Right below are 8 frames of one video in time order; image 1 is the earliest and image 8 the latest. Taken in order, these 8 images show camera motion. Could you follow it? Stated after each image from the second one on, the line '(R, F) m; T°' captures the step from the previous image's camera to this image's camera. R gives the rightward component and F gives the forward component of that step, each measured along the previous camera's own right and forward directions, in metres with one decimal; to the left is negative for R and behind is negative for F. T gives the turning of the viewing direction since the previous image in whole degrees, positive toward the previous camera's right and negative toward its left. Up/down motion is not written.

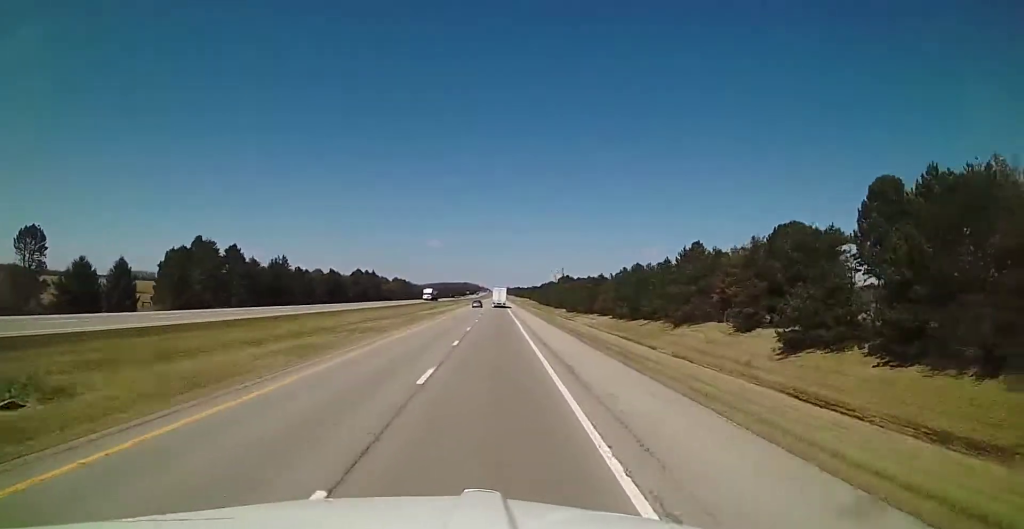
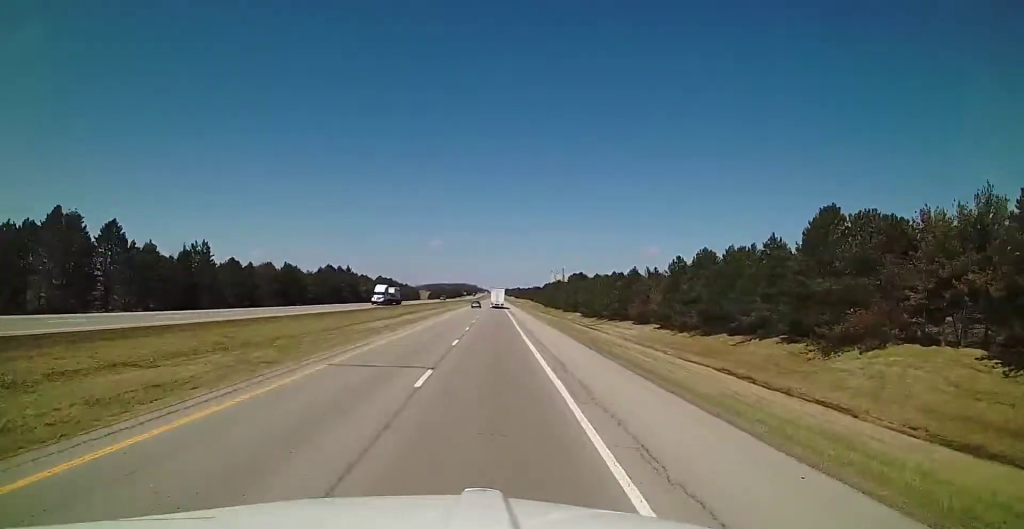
(+0.4, +37.0) m; +2°
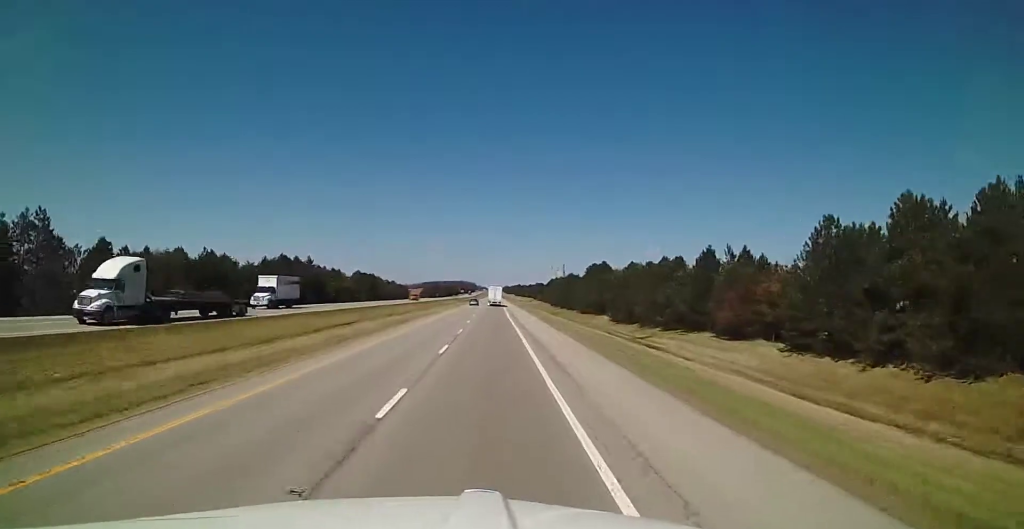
(+0.1, +40.0) m; 0°
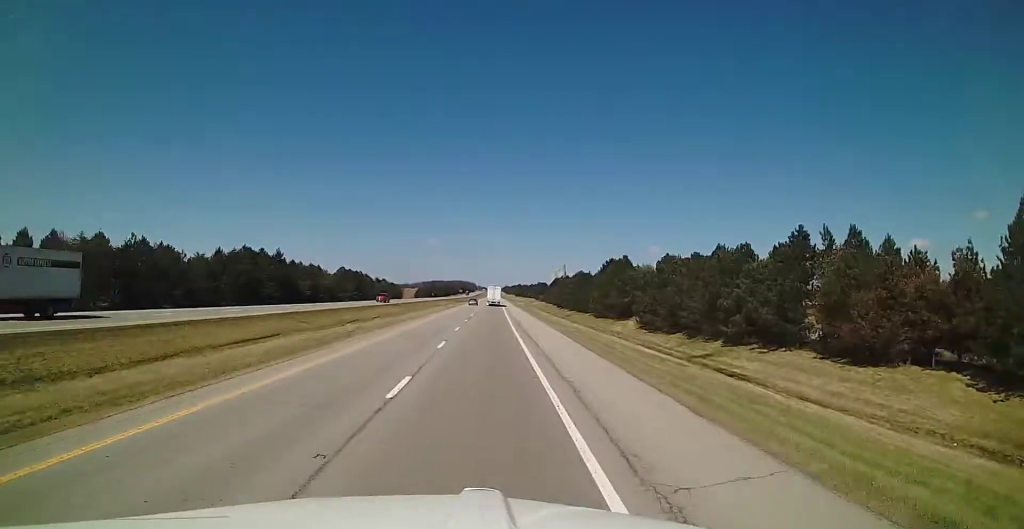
(-0.2, +22.4) m; 0°
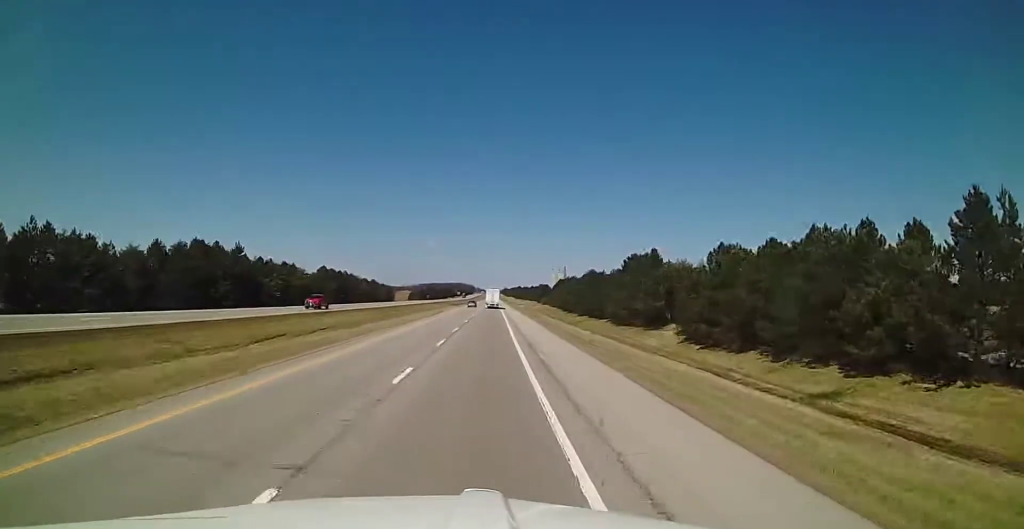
(+0.2, +21.4) m; -1°
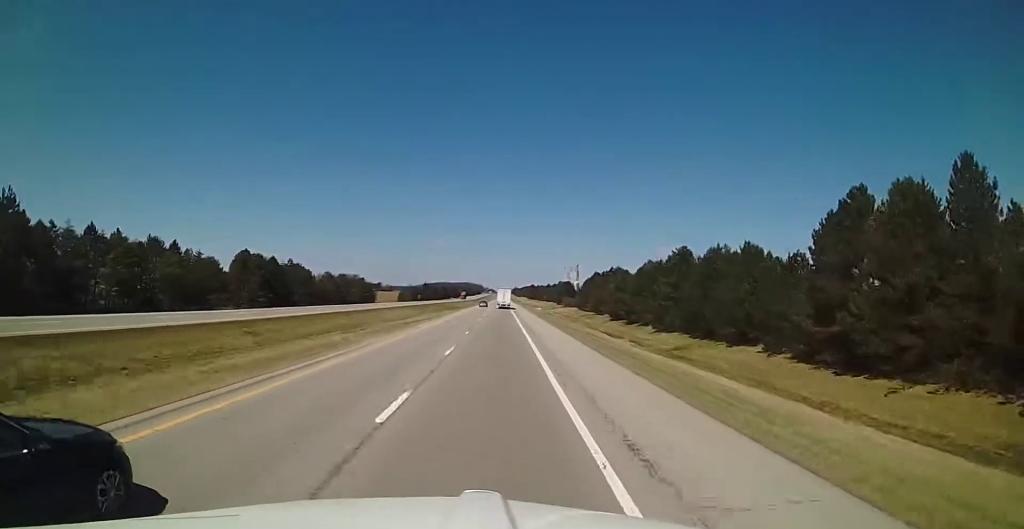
(-0.5, +64.4) m; -1°
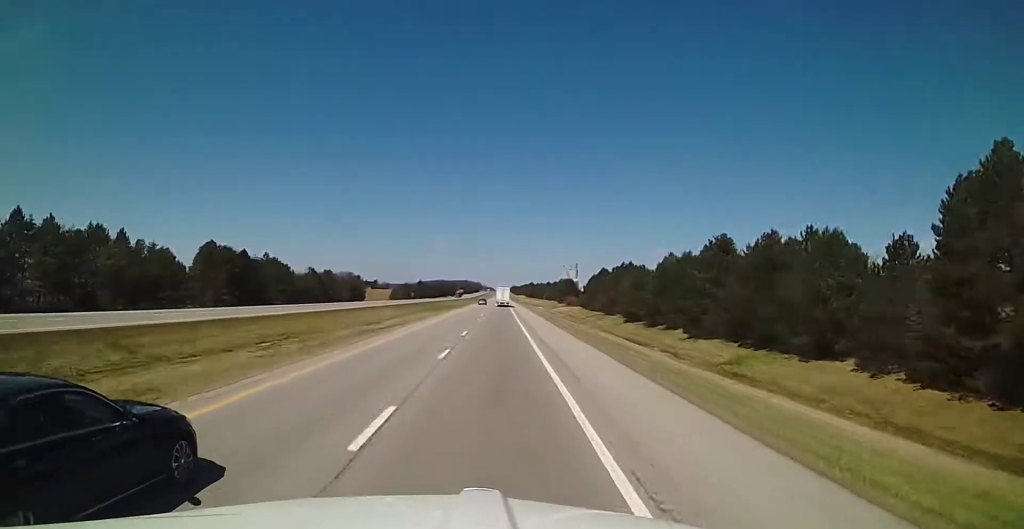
(-0.2, +14.7) m; 0°
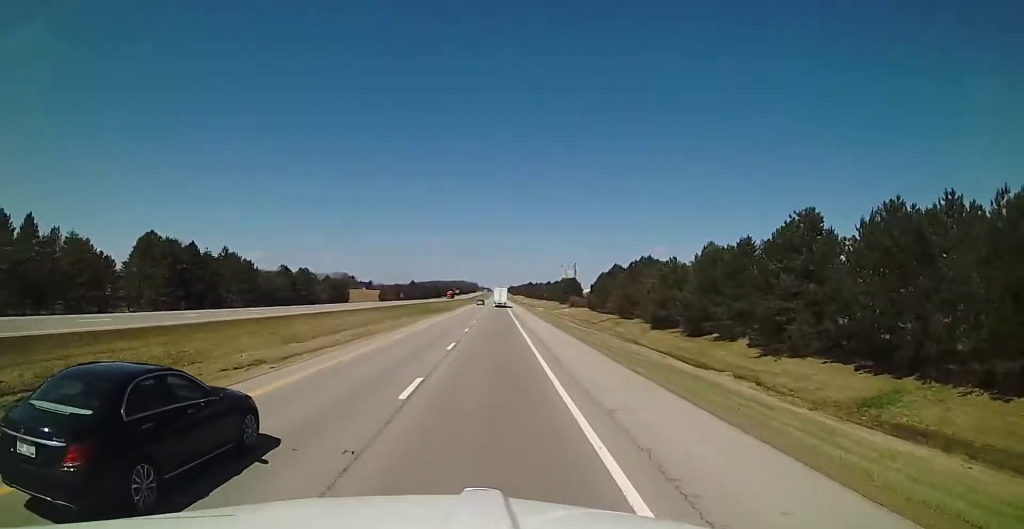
(-0.1, +19.6) m; 0°
